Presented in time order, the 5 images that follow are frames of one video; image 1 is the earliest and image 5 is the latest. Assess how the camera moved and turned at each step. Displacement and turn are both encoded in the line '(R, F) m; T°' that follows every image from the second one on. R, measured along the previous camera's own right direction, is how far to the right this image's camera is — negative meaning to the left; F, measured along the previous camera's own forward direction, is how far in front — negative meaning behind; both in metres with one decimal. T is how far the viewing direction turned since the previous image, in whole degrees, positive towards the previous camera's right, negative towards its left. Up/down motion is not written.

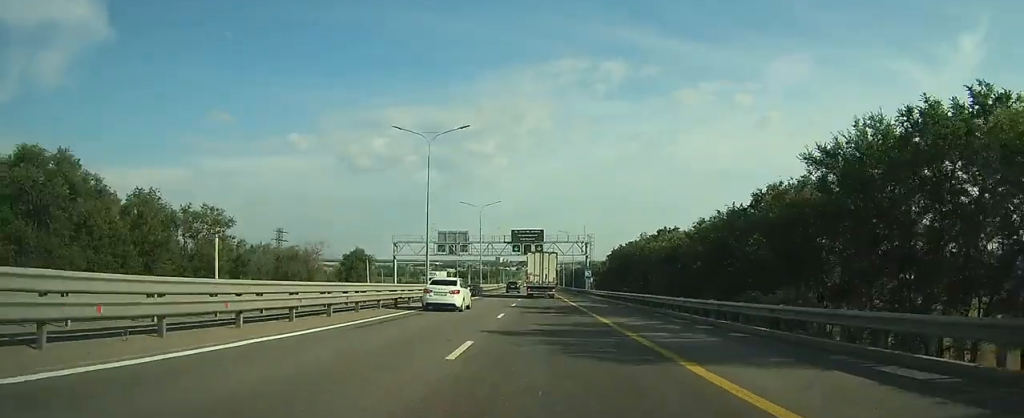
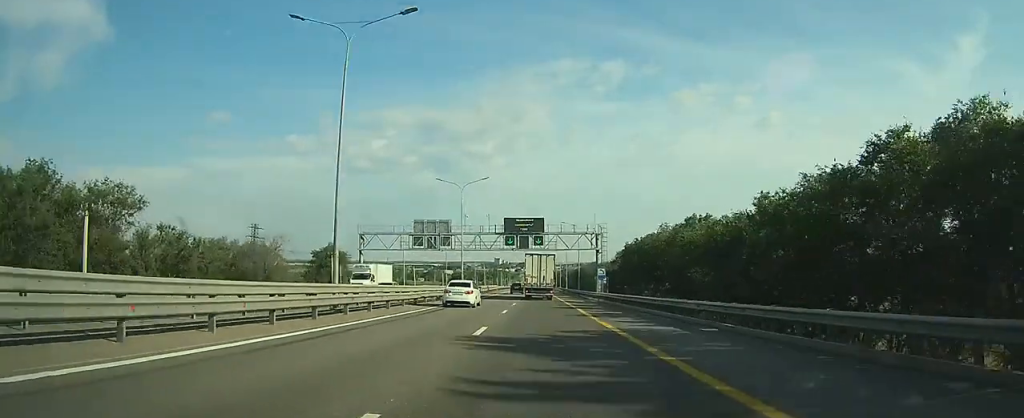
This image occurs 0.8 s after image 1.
(+0.1, +19.1) m; 0°
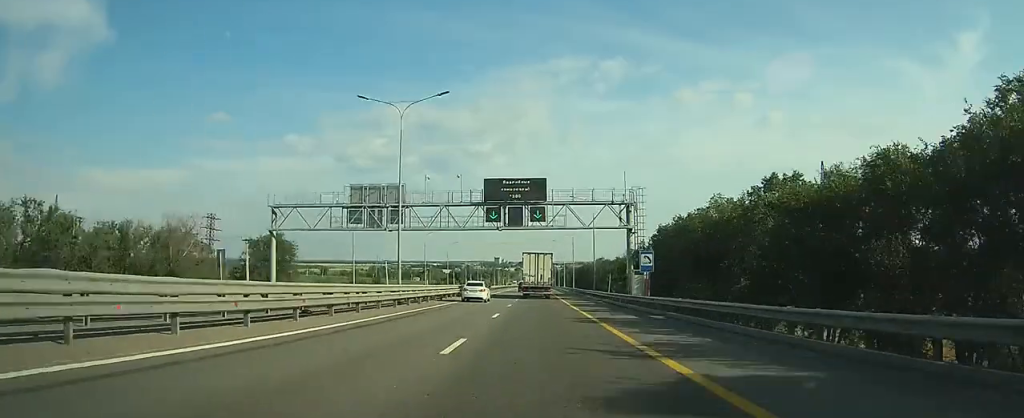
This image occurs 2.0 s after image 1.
(0.0, +27.7) m; 0°
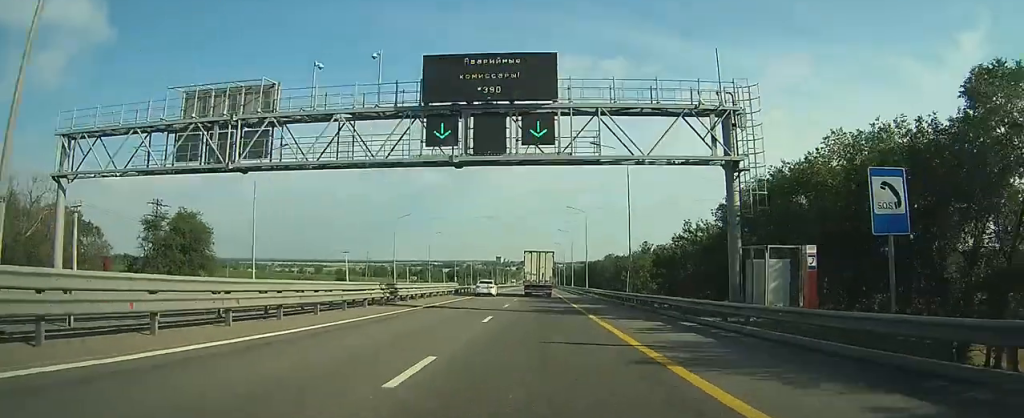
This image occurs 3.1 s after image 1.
(0.0, +27.0) m; 0°
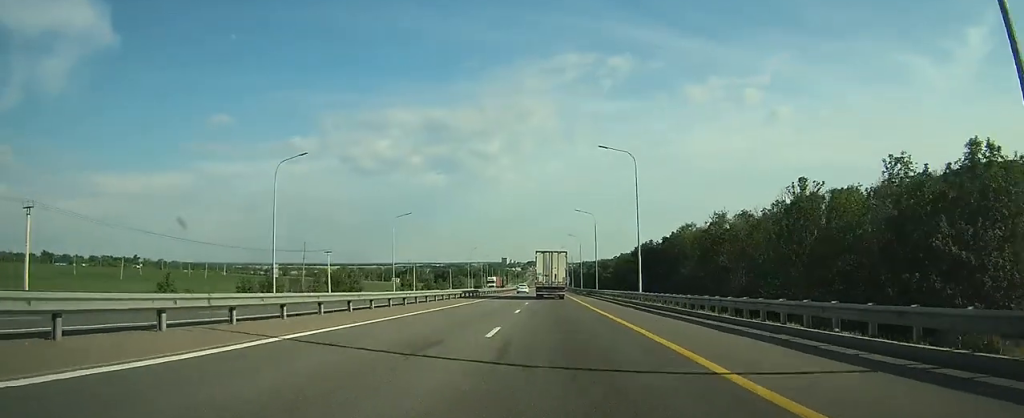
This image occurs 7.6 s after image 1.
(-1.4, +112.2) m; -1°
